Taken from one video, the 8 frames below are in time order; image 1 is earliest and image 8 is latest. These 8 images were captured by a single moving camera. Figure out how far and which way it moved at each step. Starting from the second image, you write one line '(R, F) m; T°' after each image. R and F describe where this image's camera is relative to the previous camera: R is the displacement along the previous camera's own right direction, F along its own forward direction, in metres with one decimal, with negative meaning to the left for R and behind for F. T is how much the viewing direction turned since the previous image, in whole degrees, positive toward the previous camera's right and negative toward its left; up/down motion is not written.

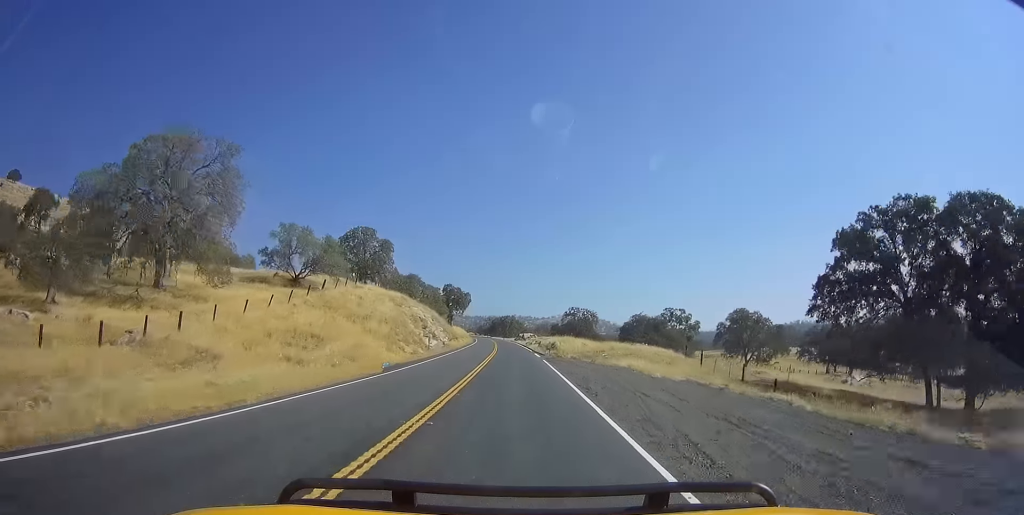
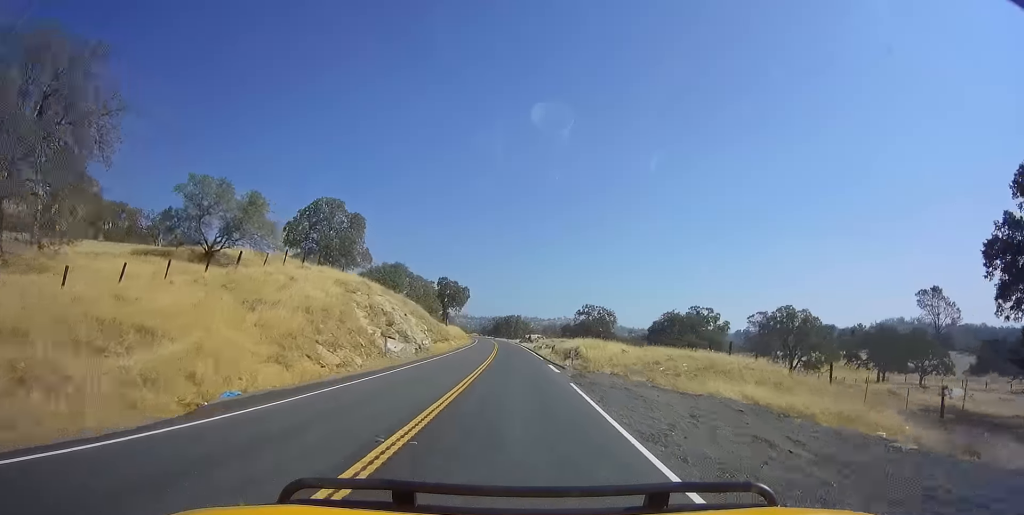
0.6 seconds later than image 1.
(-0.4, +16.6) m; 0°
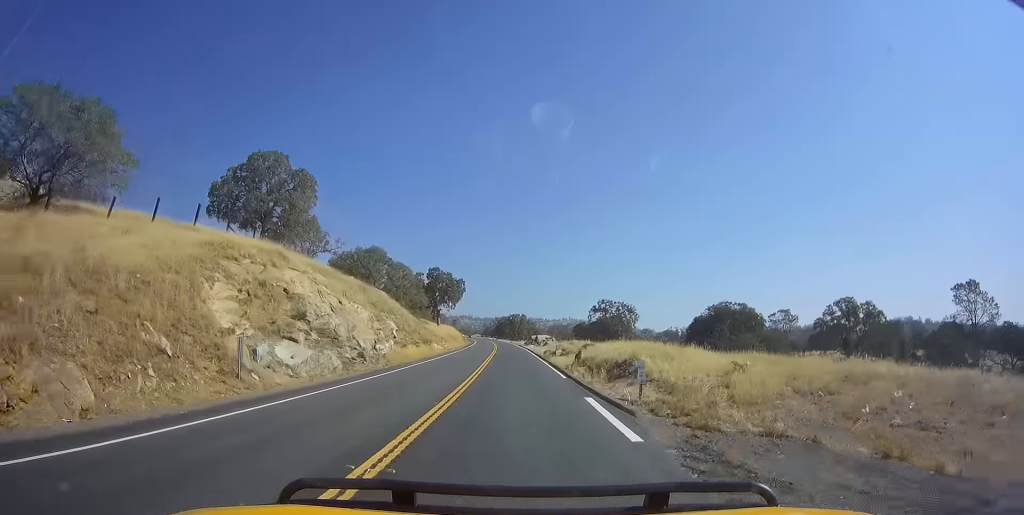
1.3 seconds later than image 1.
(+0.2, +16.5) m; -1°
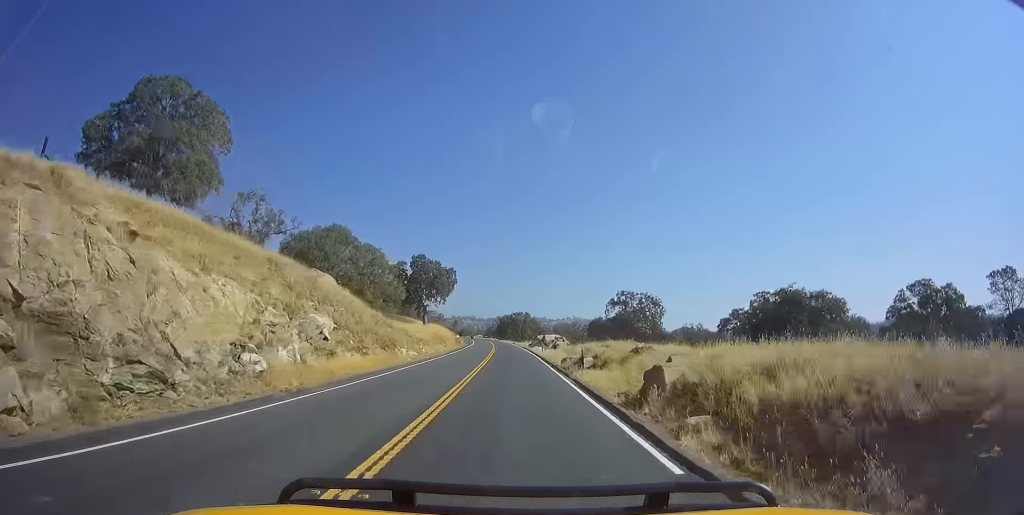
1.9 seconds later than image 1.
(+0.2, +15.6) m; -1°
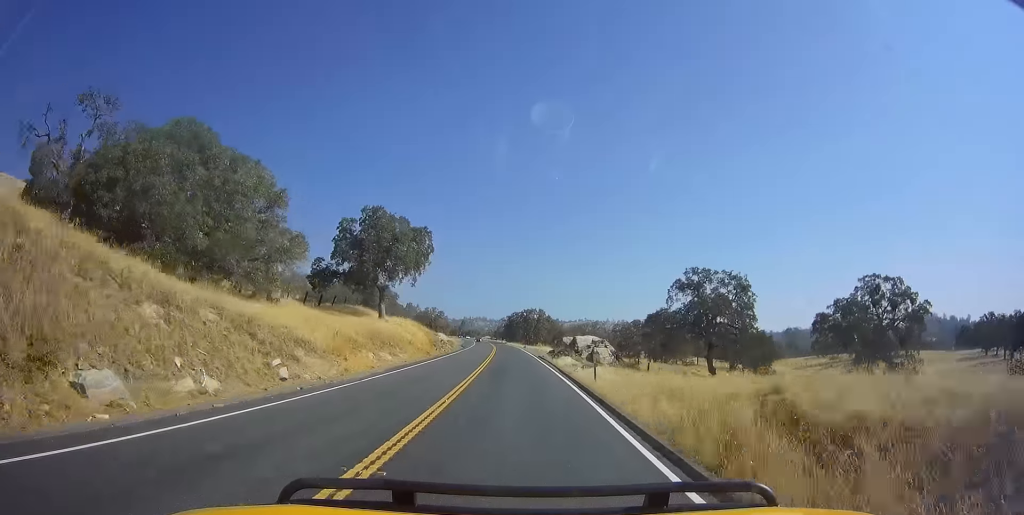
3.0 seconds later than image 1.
(-1.0, +28.4) m; -1°
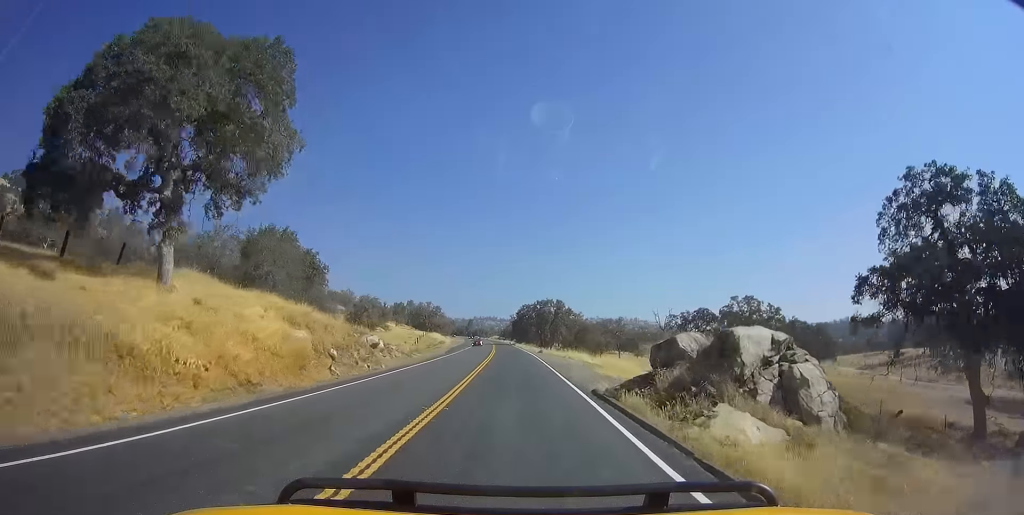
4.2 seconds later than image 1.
(+0.1, +31.1) m; -1°
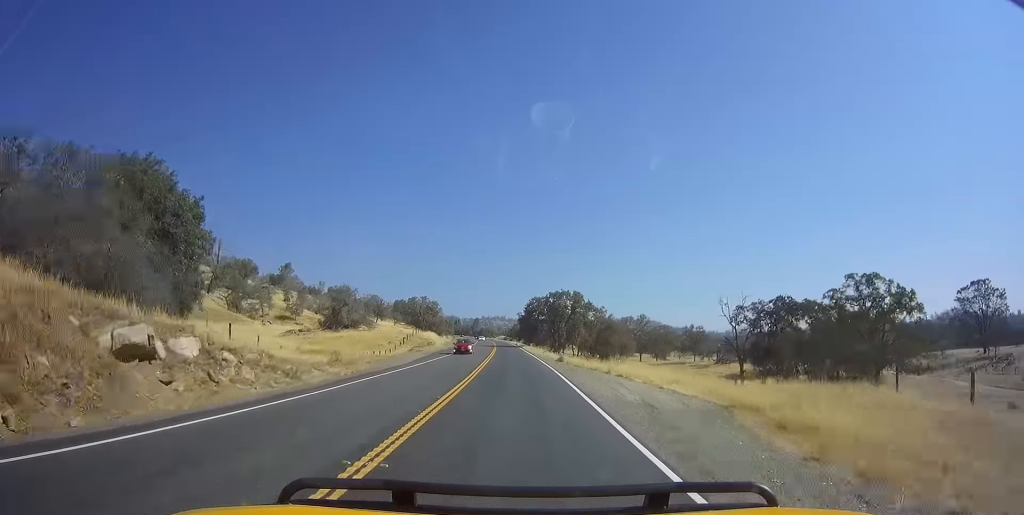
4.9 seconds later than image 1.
(-0.3, +20.0) m; -1°
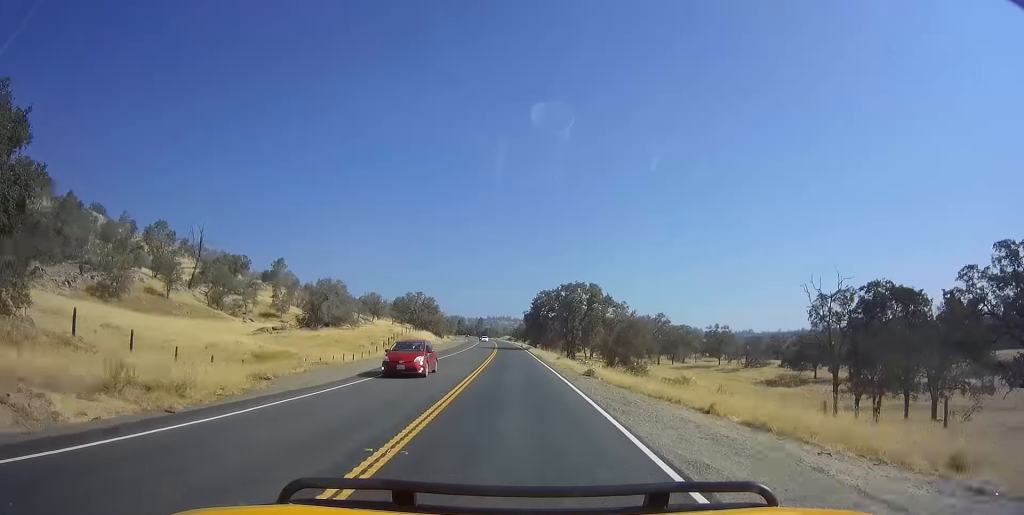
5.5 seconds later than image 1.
(0.0, +14.0) m; 0°
